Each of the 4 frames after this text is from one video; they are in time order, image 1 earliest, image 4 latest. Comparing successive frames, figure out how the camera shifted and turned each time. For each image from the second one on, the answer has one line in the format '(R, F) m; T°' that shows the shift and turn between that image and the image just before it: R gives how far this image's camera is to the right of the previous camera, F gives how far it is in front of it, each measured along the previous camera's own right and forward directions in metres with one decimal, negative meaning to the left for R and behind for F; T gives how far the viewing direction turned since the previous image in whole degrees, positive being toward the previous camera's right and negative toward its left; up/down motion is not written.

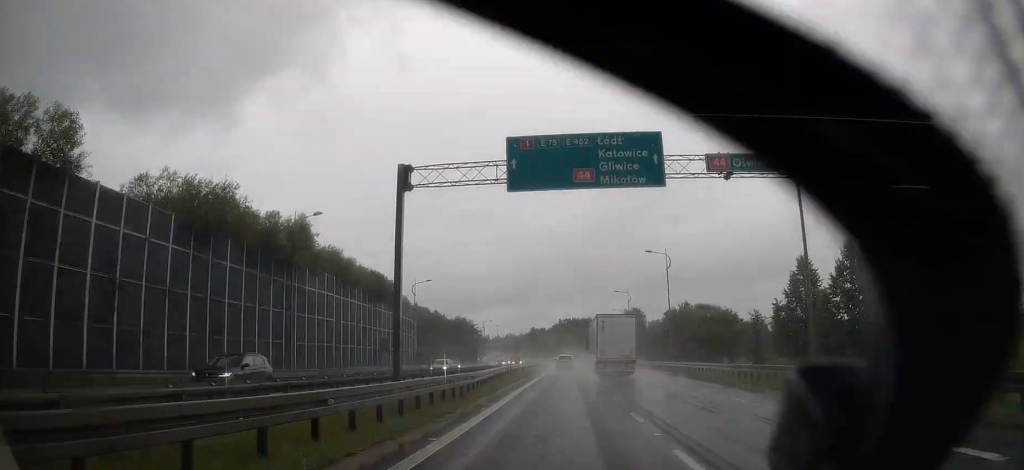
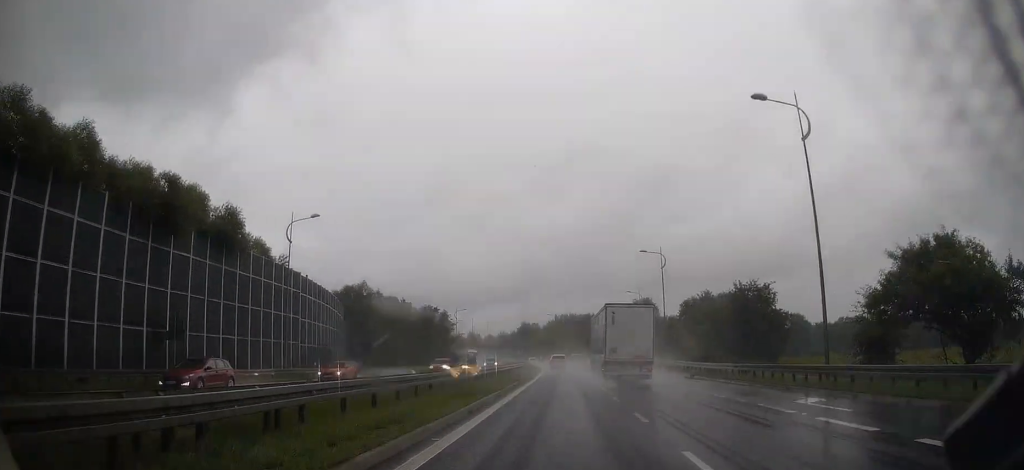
(-0.4, +35.9) m; -1°
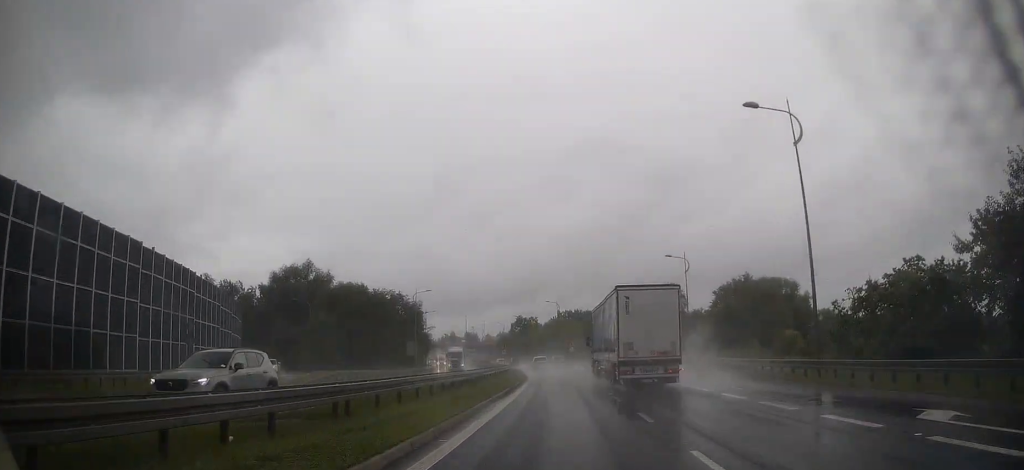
(-0.1, +35.7) m; -1°
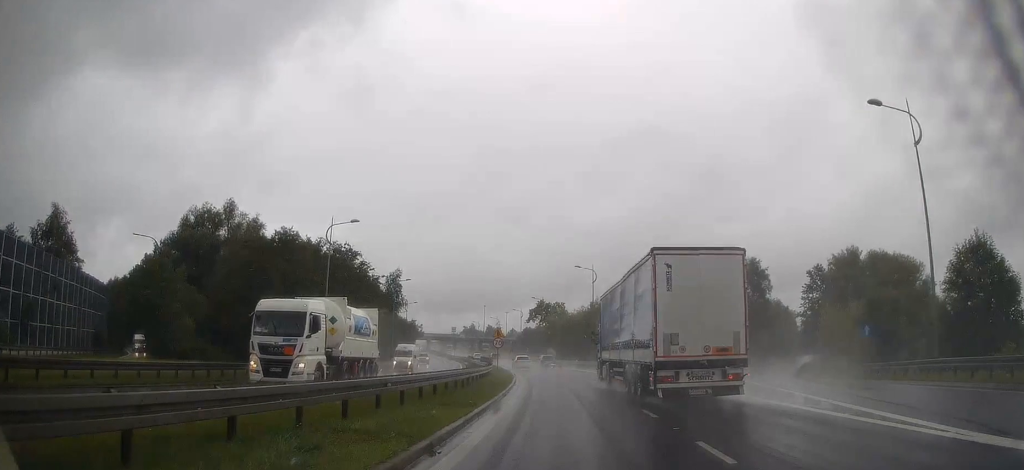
(-1.2, +40.8) m; -4°
